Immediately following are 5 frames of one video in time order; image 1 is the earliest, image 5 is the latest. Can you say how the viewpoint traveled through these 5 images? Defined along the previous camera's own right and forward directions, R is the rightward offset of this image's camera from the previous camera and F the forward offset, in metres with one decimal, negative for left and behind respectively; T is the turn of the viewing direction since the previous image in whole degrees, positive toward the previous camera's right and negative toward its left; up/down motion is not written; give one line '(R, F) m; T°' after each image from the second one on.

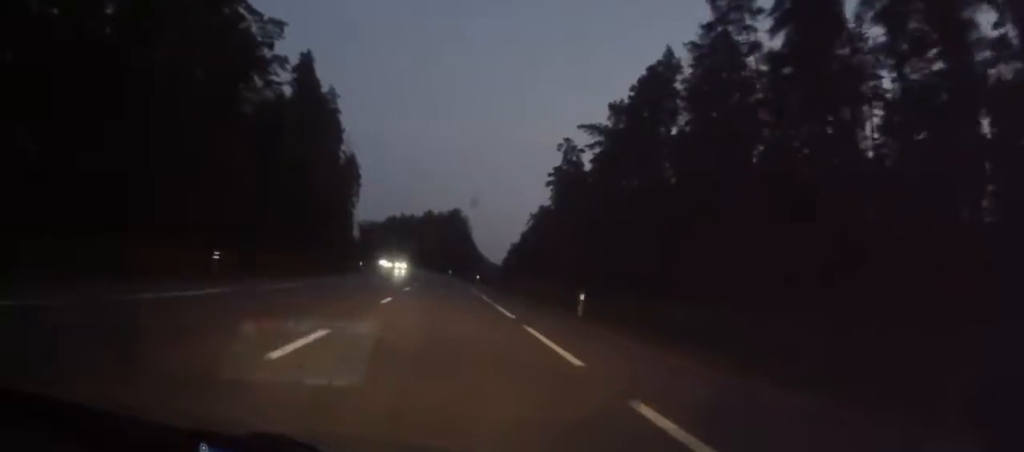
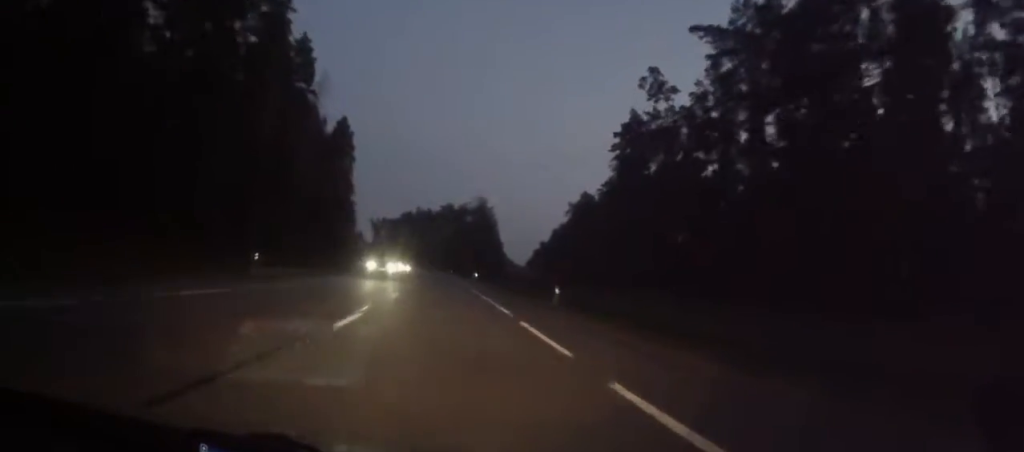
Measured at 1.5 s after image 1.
(-0.5, +44.3) m; -1°
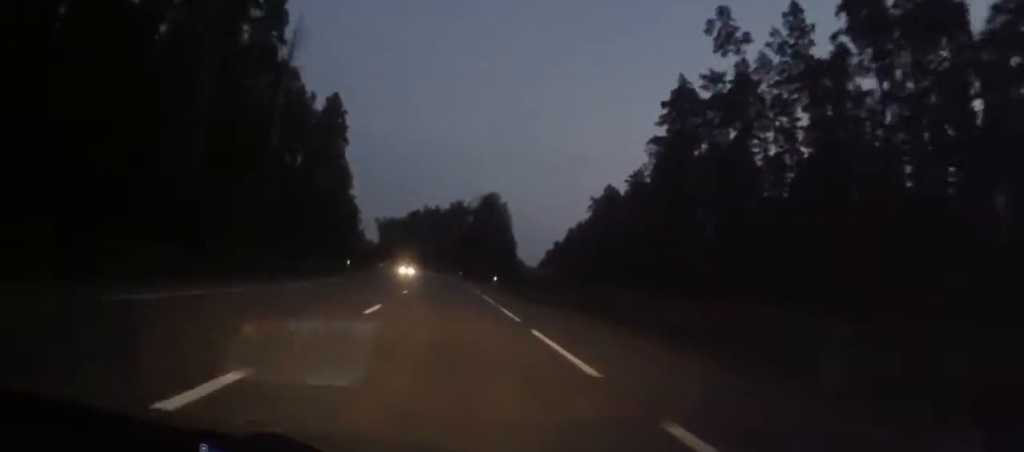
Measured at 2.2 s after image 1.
(0.0, +20.2) m; -1°
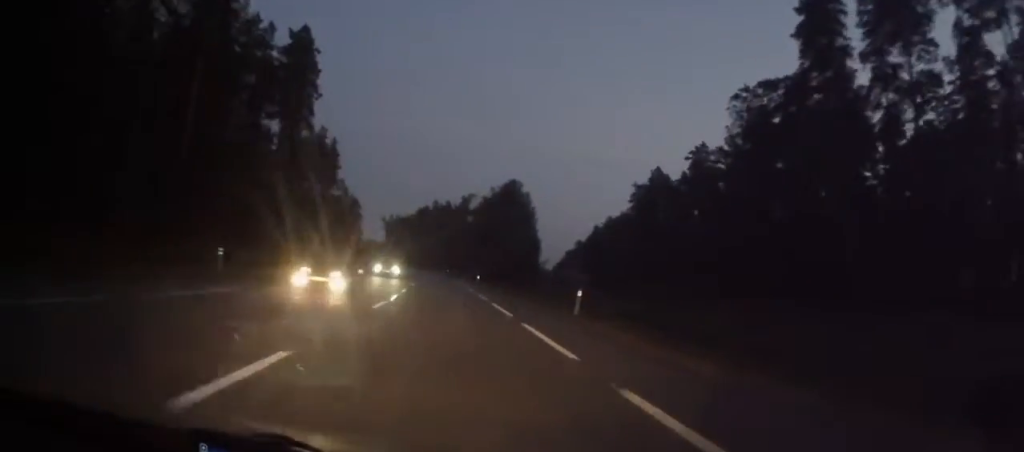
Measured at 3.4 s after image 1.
(-0.9, +34.7) m; -3°
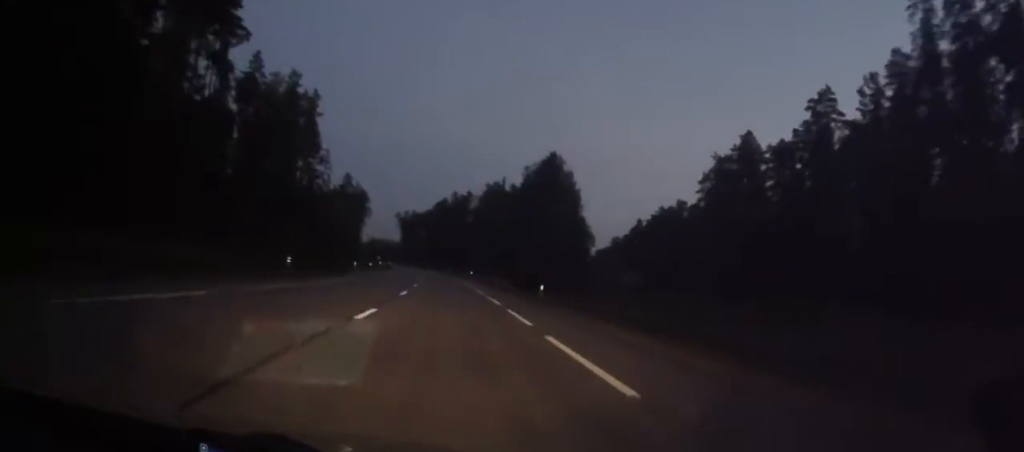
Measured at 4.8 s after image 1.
(-0.5, +39.5) m; -1°
